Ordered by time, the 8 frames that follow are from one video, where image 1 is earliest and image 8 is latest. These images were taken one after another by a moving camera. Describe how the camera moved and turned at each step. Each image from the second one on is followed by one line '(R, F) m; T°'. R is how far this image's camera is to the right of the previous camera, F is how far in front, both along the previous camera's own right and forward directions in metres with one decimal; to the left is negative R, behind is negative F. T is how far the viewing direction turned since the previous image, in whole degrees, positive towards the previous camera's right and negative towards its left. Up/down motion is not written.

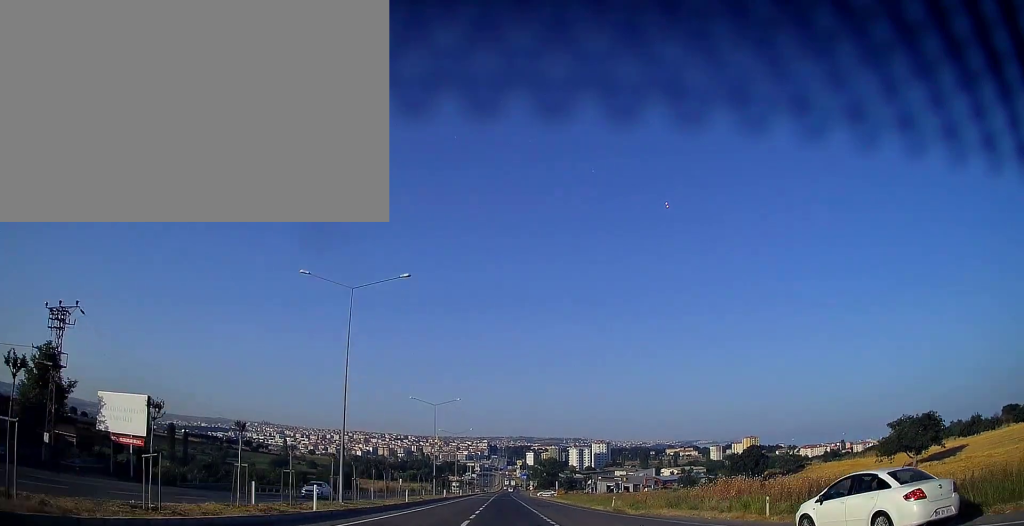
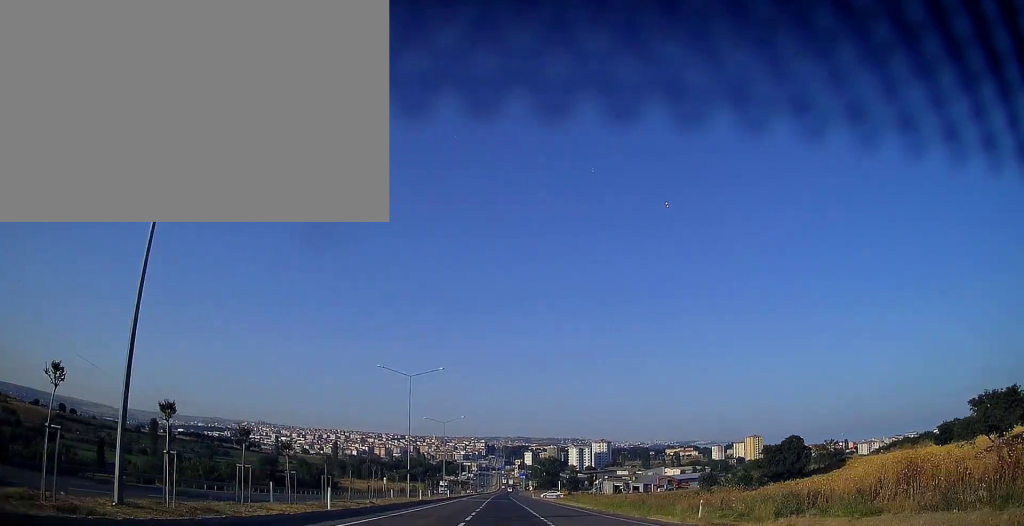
(-0.3, +19.8) m; 0°
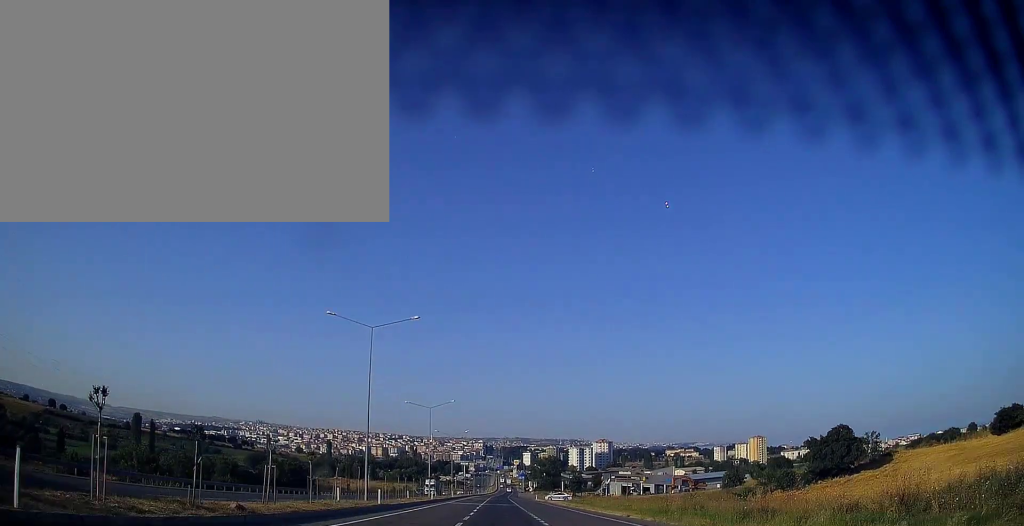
(+0.3, +16.9) m; +1°
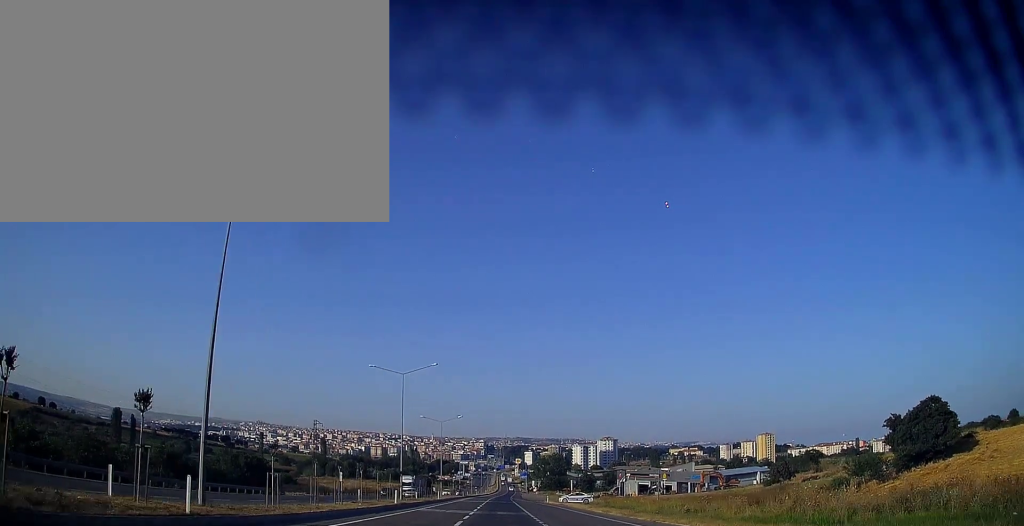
(-0.1, +23.1) m; 0°
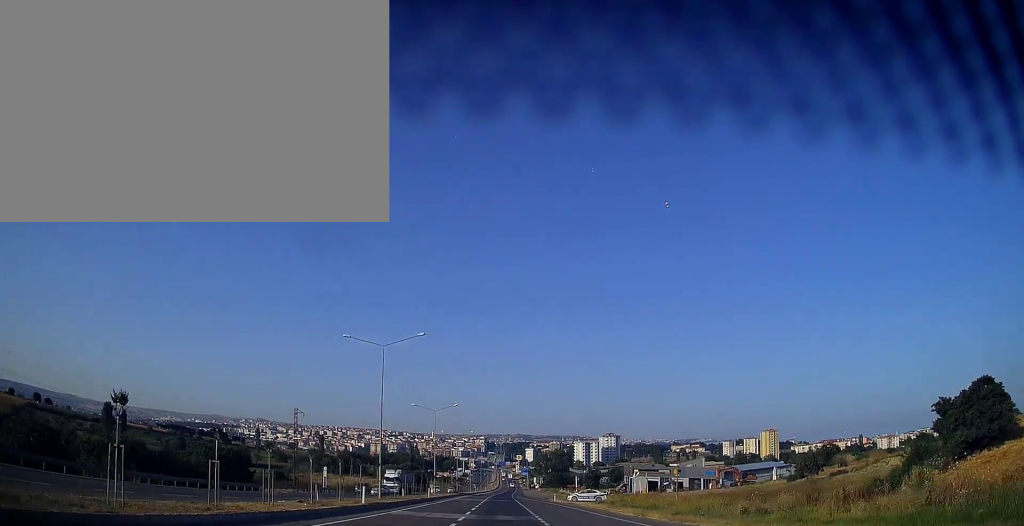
(0.0, +10.8) m; 0°
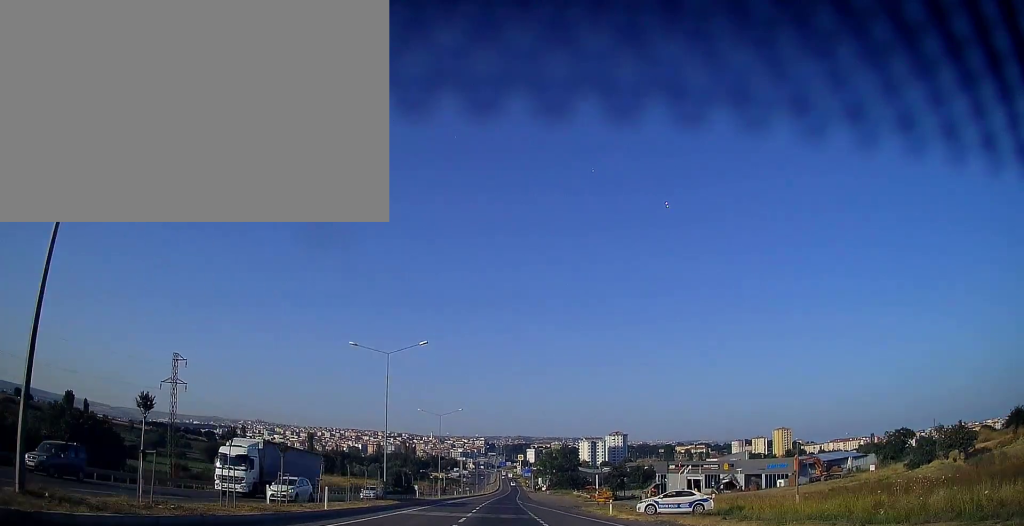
(-0.2, +36.4) m; 0°
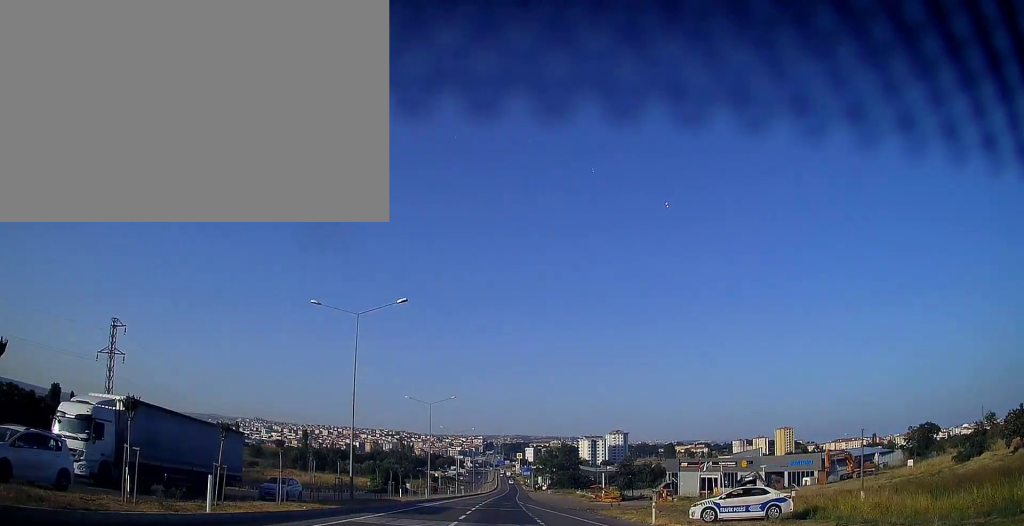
(0.0, +10.5) m; 0°
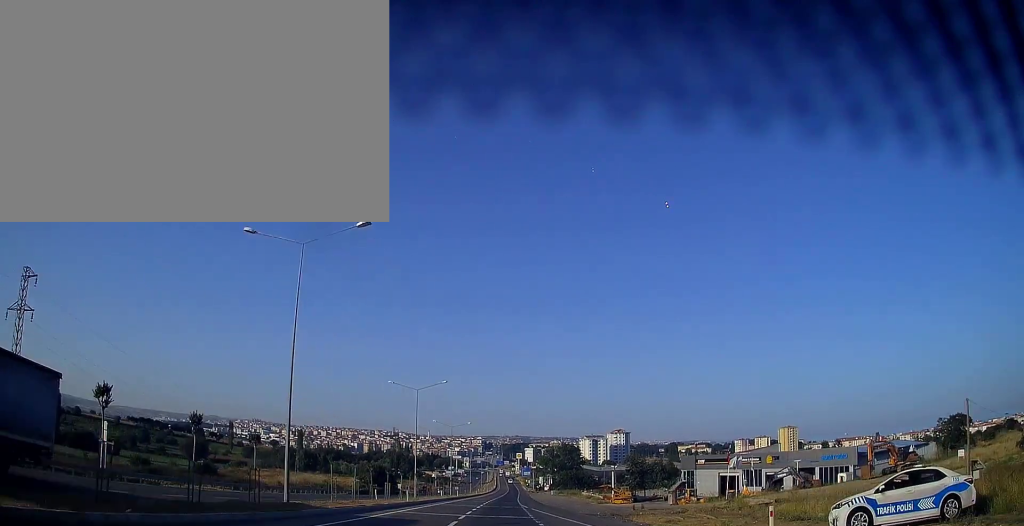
(+0.1, +11.5) m; 0°
